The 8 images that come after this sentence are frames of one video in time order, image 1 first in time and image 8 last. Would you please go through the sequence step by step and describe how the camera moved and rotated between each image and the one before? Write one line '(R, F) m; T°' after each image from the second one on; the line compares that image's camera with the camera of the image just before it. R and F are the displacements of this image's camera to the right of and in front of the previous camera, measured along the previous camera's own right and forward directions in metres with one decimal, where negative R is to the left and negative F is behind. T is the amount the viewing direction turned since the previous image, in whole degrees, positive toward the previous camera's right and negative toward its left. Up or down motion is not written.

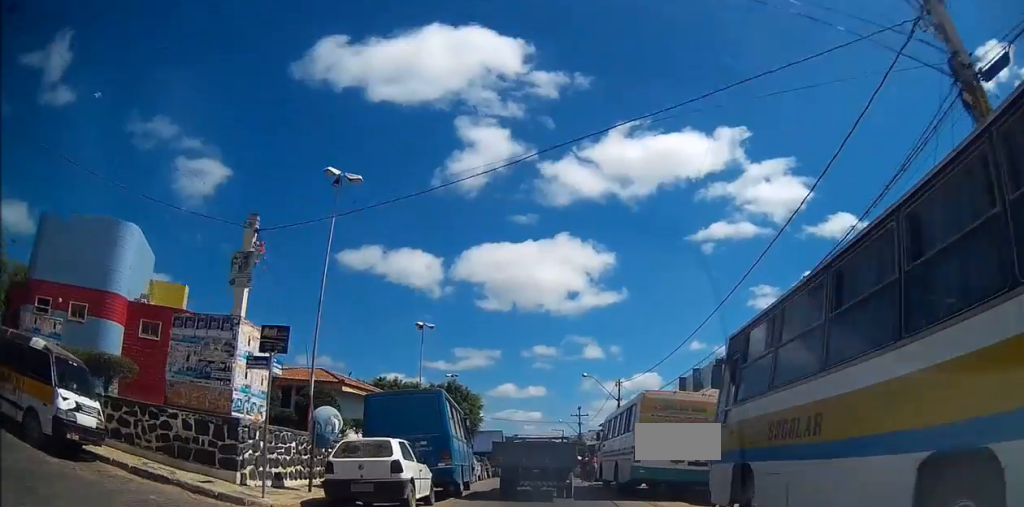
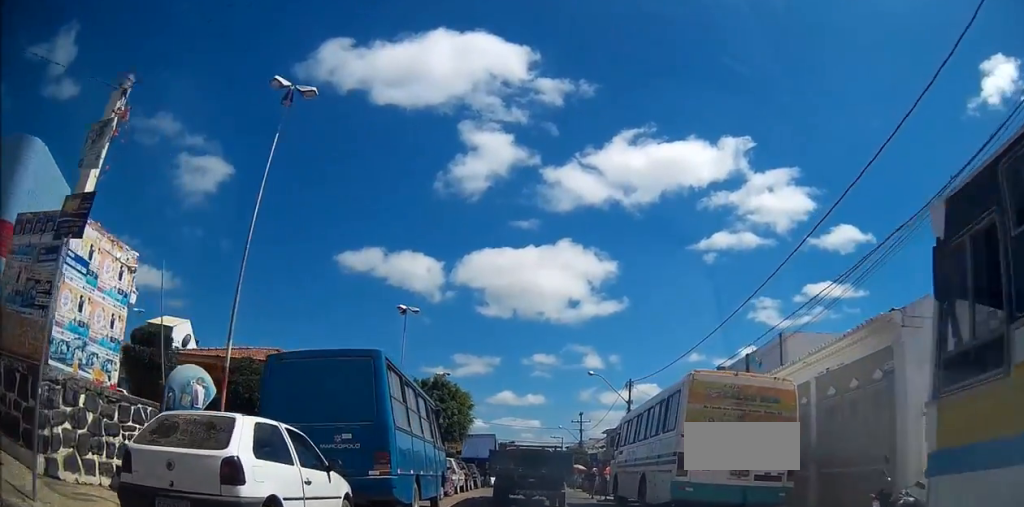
(0.0, +5.5) m; 0°
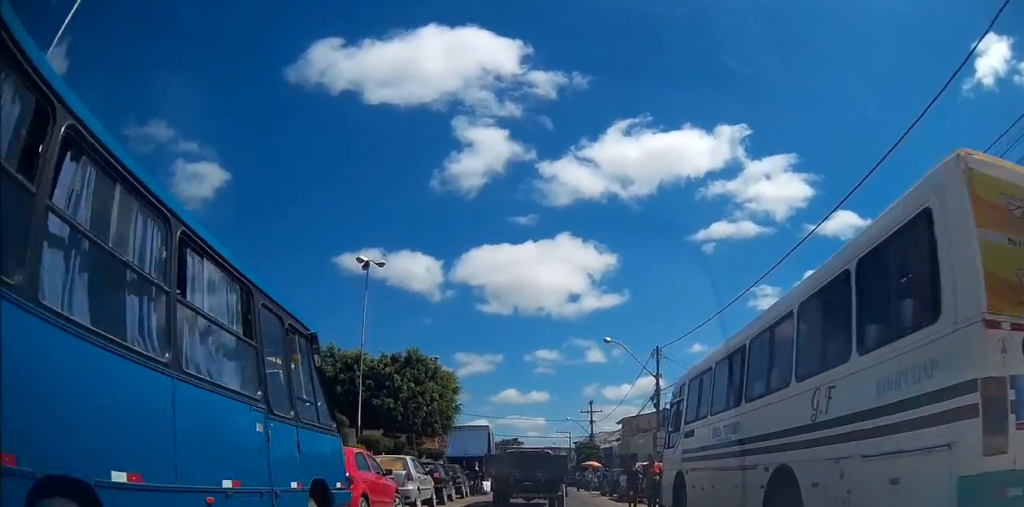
(0.0, +9.3) m; +2°
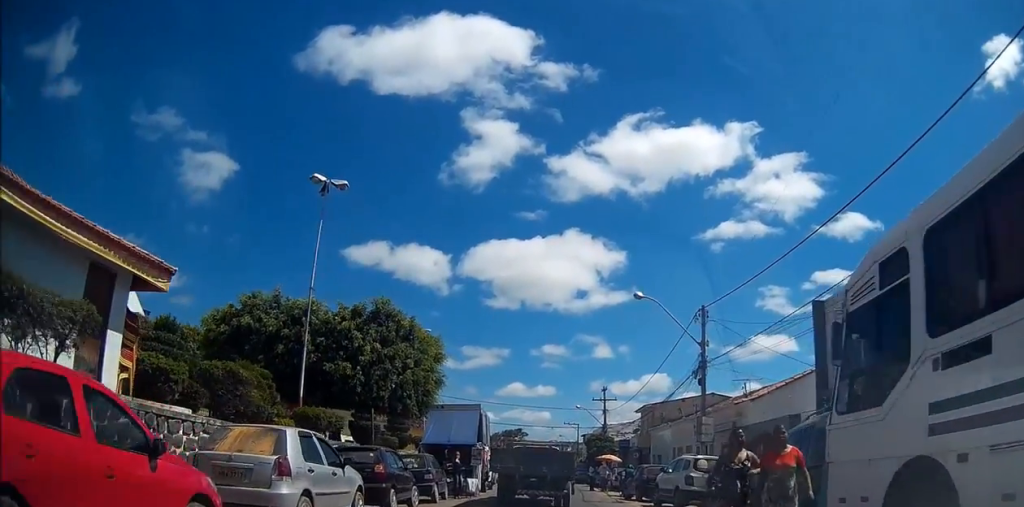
(+0.1, +8.1) m; +1°
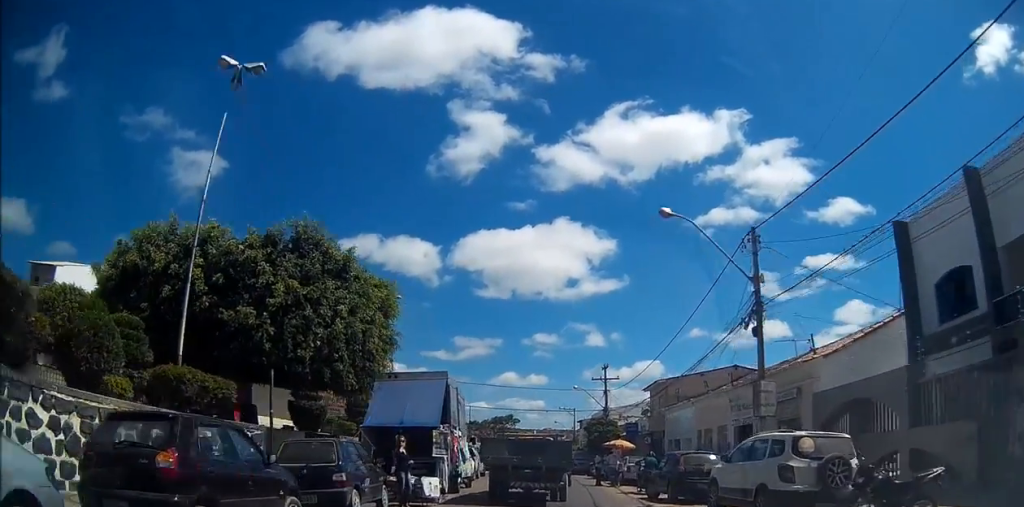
(0.0, +7.3) m; -1°
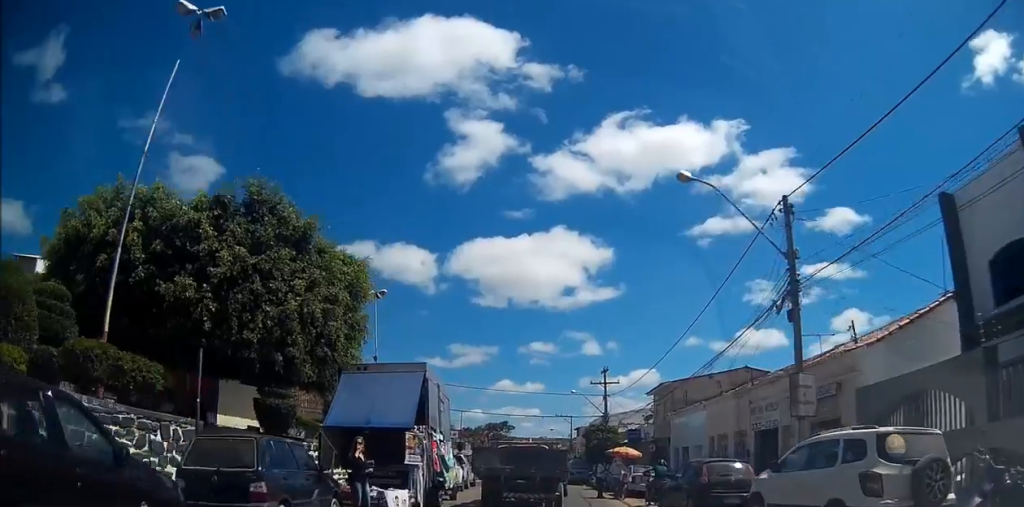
(0.0, +2.8) m; -1°
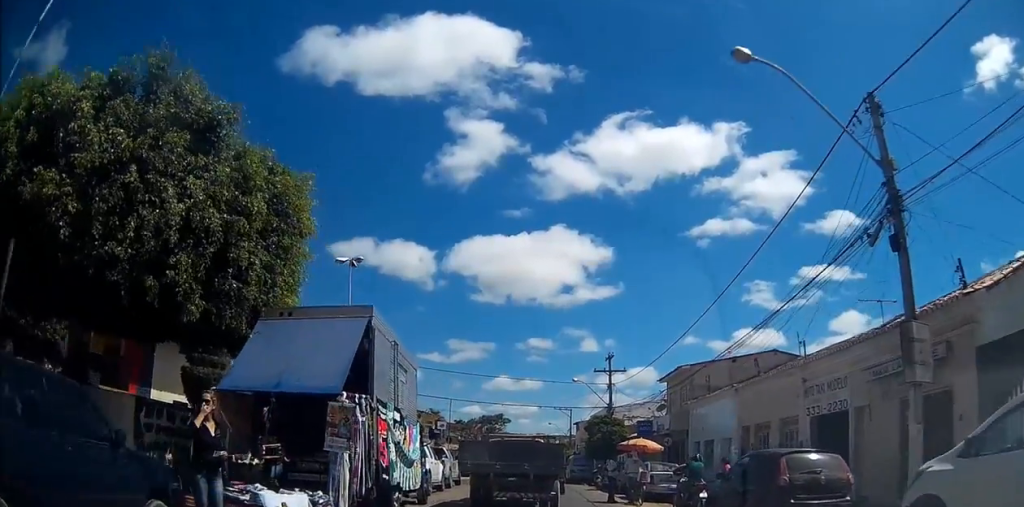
(-0.1, +5.0) m; -1°
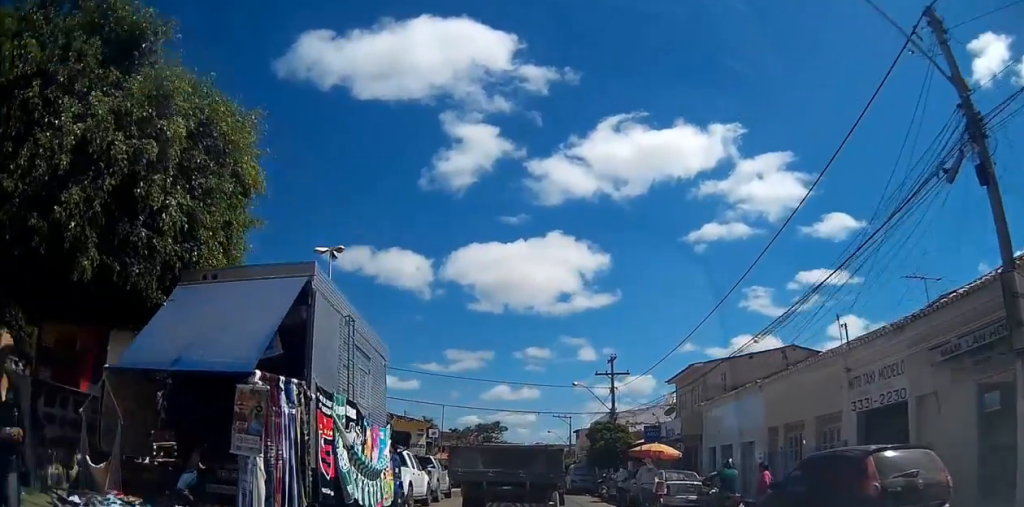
(0.0, +2.9) m; 0°
